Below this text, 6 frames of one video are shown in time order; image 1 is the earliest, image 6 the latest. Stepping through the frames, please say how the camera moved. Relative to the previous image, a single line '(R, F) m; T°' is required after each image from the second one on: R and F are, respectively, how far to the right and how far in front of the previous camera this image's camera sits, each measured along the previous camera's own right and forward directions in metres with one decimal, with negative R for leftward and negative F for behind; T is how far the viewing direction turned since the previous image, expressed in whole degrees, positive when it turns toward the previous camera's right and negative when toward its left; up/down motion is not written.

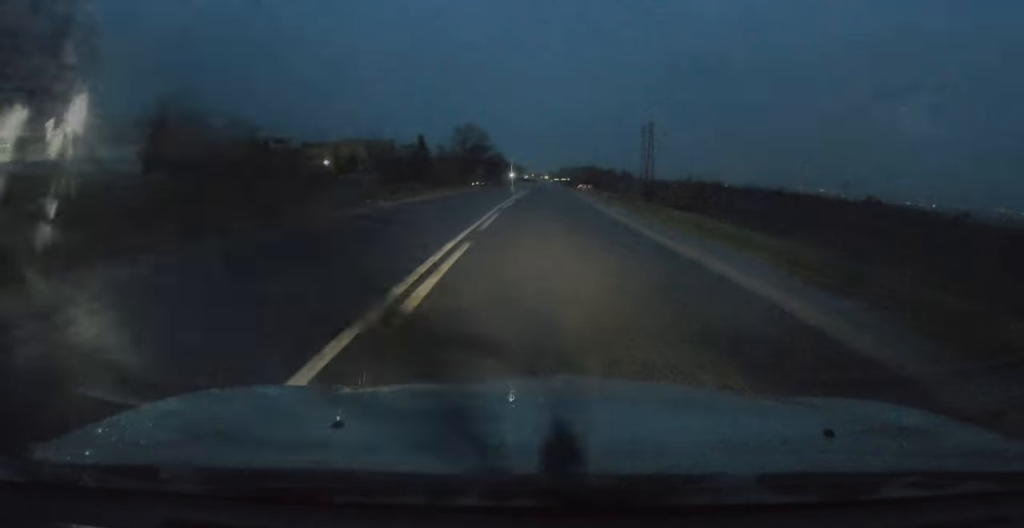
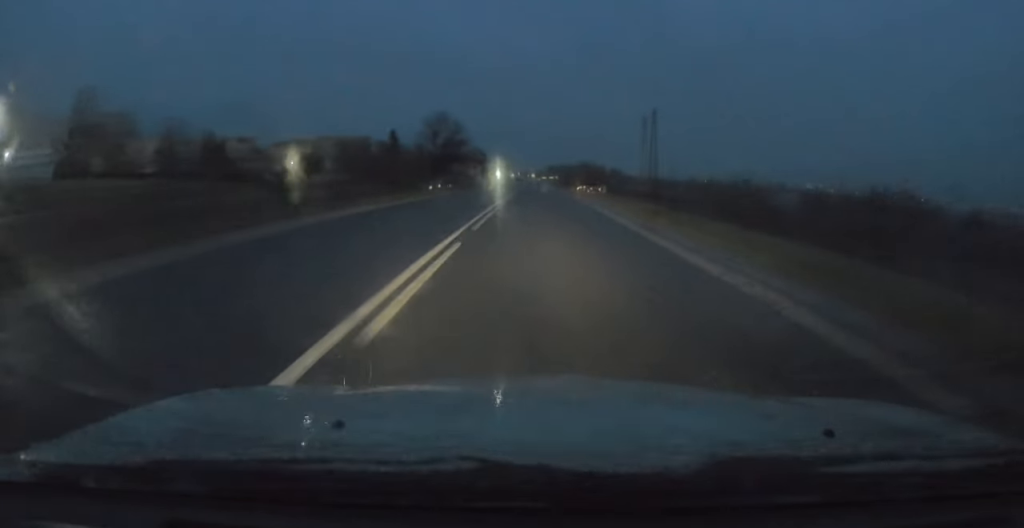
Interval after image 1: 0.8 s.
(+0.1, +17.9) m; +1°
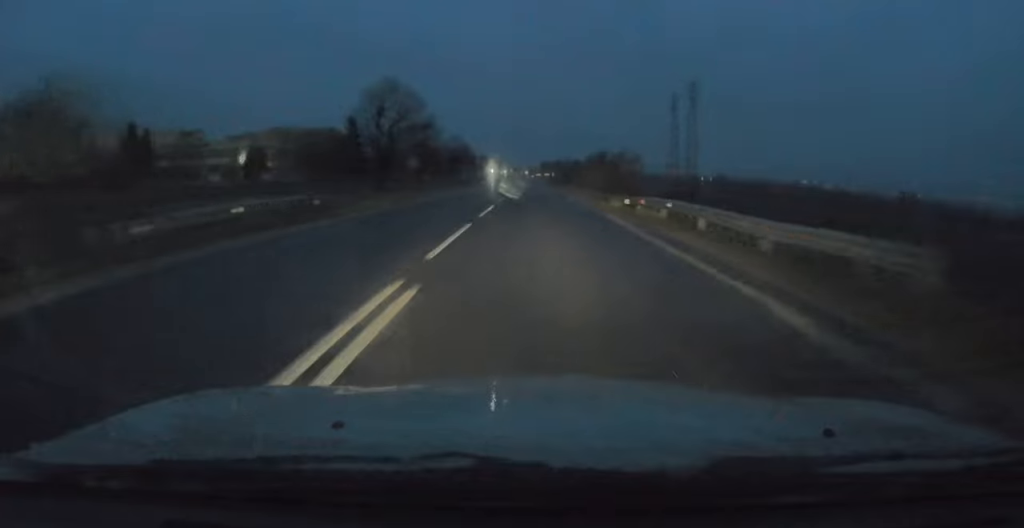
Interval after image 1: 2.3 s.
(+0.5, +30.6) m; +1°
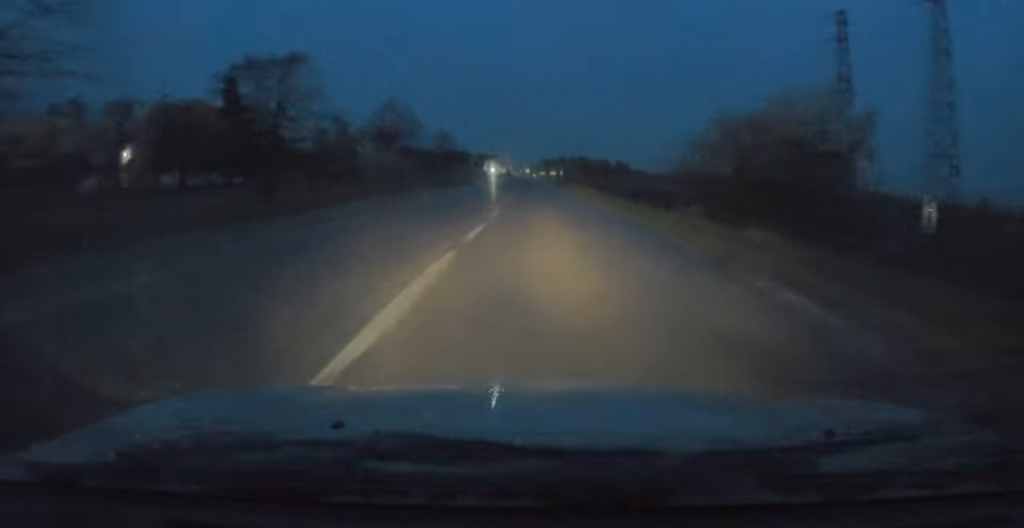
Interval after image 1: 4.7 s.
(-0.9, +50.8) m; -1°
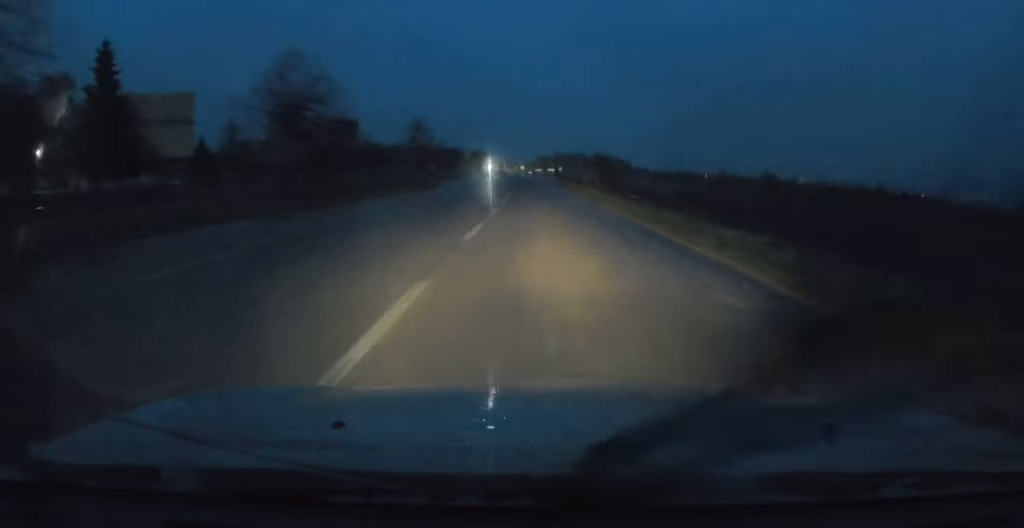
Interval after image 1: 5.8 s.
(+0.2, +22.9) m; 0°
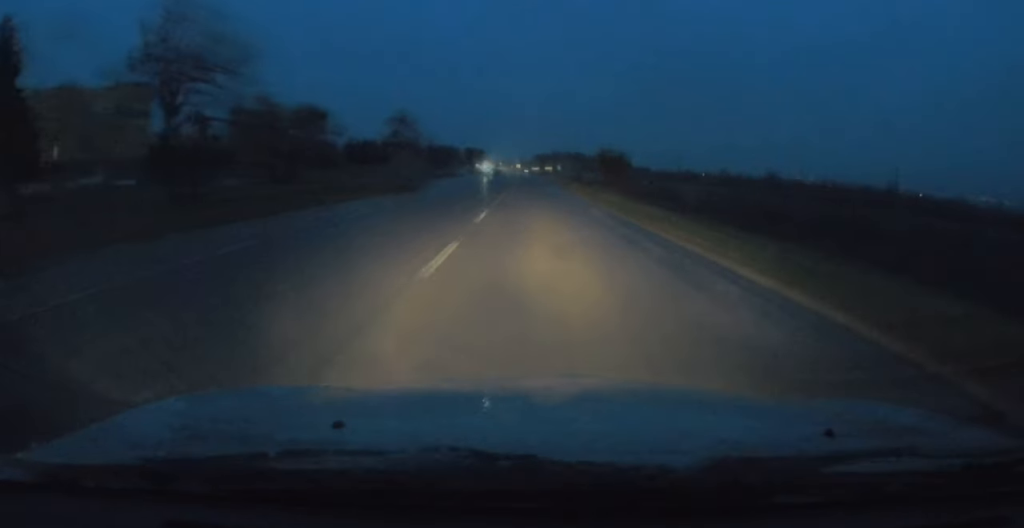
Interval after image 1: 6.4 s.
(-0.1, +11.7) m; 0°
